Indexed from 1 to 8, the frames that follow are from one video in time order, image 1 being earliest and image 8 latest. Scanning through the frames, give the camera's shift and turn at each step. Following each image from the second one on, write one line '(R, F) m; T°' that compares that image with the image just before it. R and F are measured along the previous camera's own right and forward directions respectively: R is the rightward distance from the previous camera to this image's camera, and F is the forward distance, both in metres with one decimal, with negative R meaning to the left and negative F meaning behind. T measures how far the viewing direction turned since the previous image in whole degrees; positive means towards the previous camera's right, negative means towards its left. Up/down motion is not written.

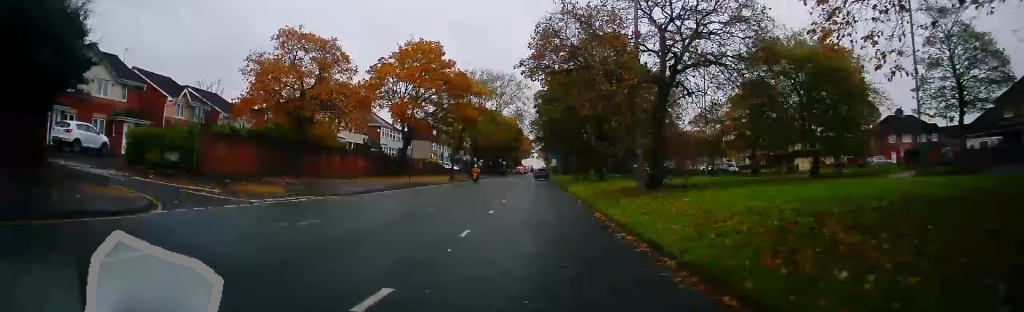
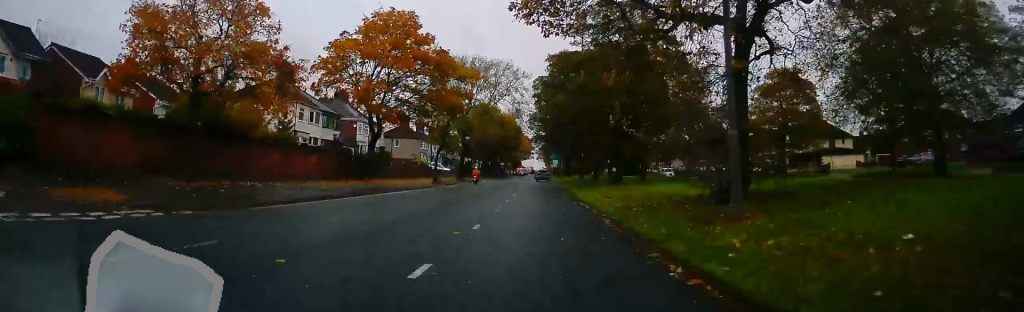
(+0.1, +10.1) m; +1°
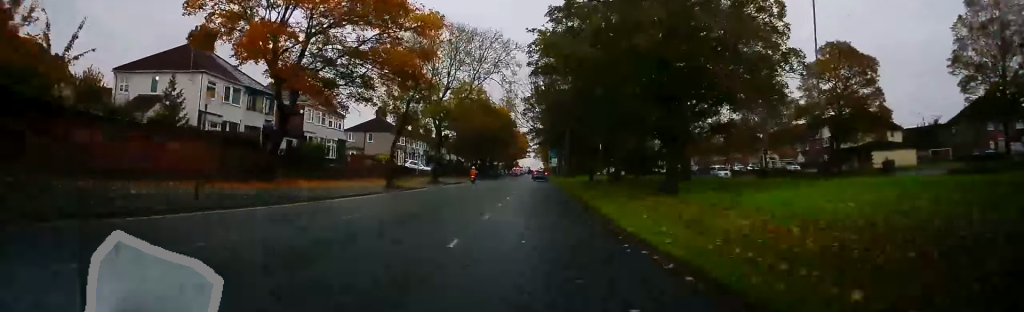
(+0.1, +15.0) m; 0°
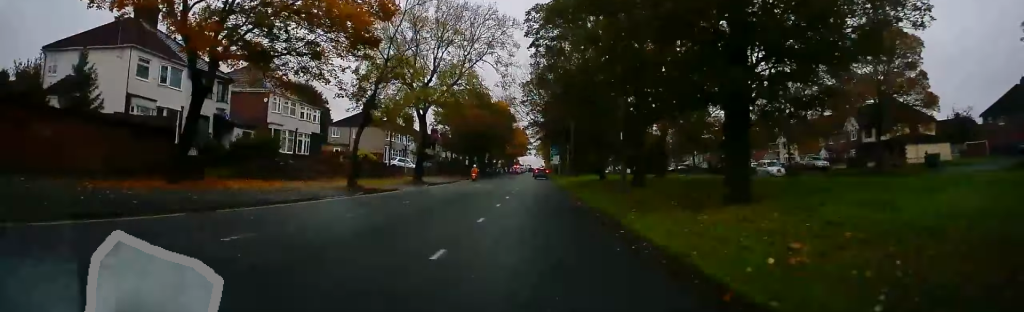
(-0.1, +7.6) m; 0°
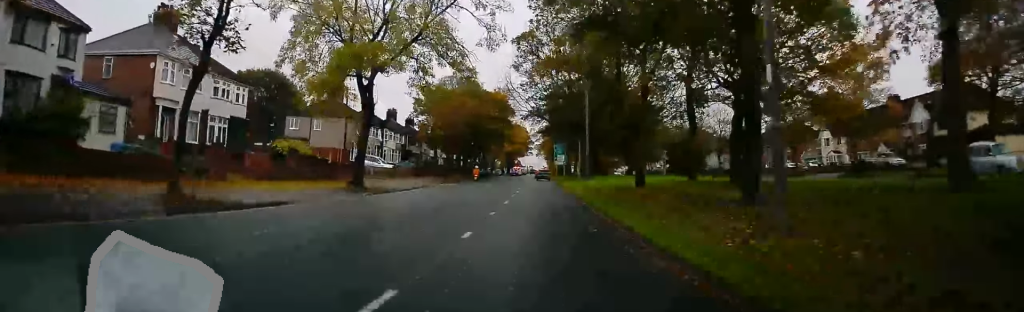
(+0.1, +15.2) m; 0°
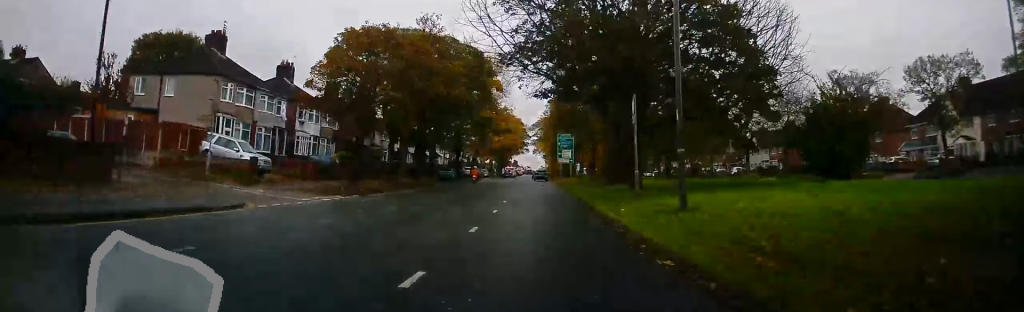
(-0.3, +28.5) m; +1°
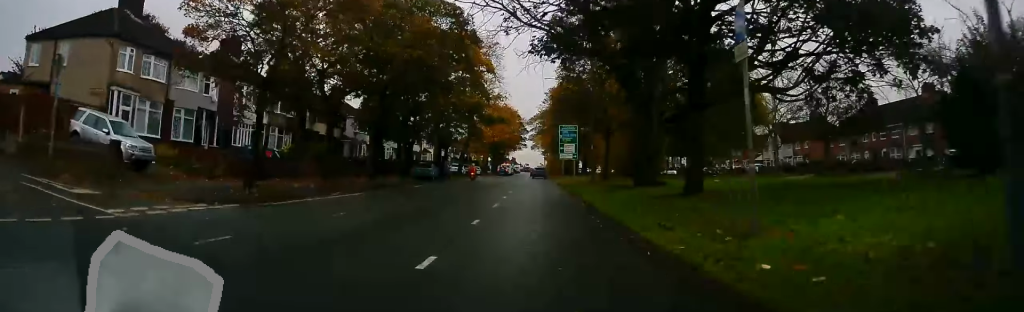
(+0.4, +10.8) m; 0°
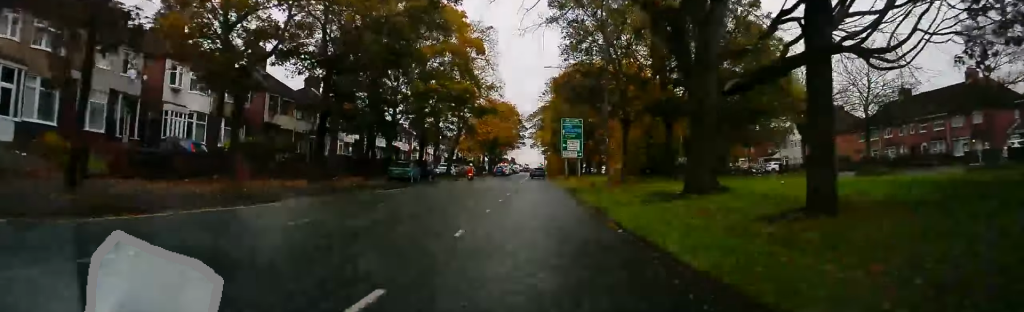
(-0.1, +8.5) m; -1°
